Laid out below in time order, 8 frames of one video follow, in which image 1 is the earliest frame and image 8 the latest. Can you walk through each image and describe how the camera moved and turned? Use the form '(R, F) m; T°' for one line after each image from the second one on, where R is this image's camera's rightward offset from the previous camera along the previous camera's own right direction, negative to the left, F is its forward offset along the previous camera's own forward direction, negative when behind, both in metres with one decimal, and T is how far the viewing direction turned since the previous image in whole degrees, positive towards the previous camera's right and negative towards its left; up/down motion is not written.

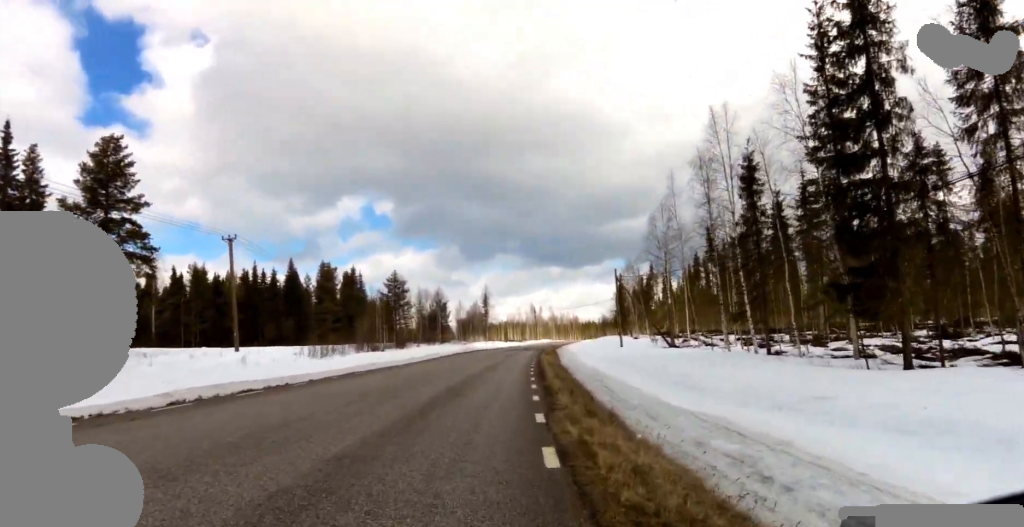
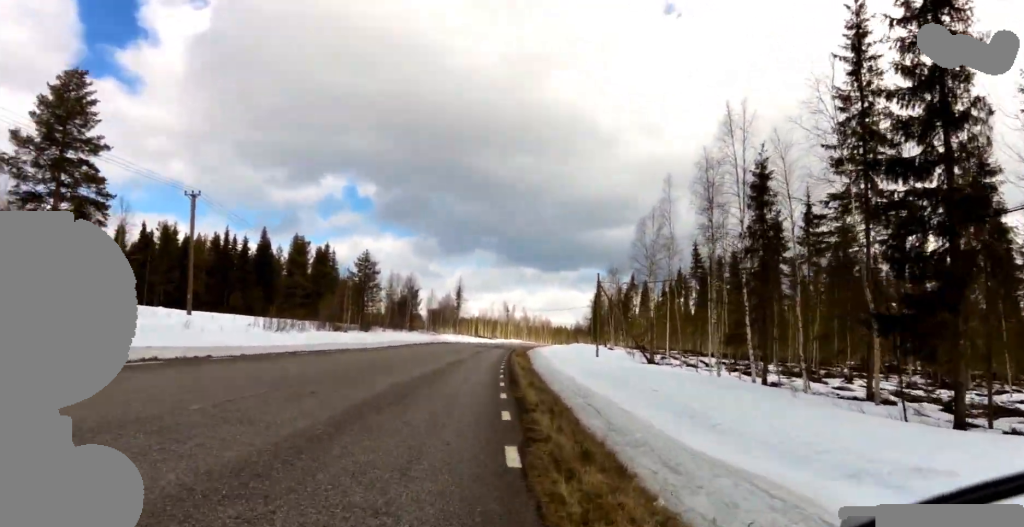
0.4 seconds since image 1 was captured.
(+0.2, +2.8) m; 0°
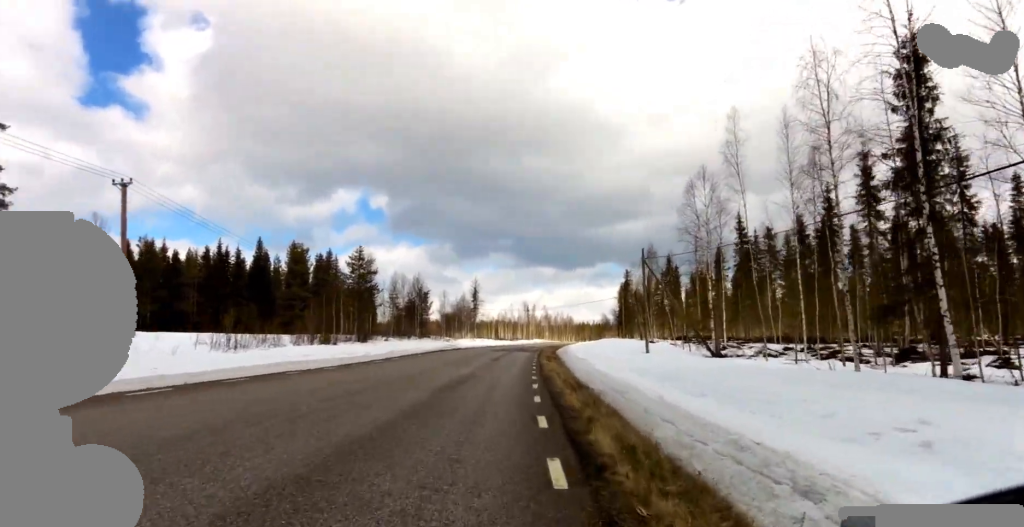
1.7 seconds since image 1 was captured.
(-0.2, +9.0) m; 0°
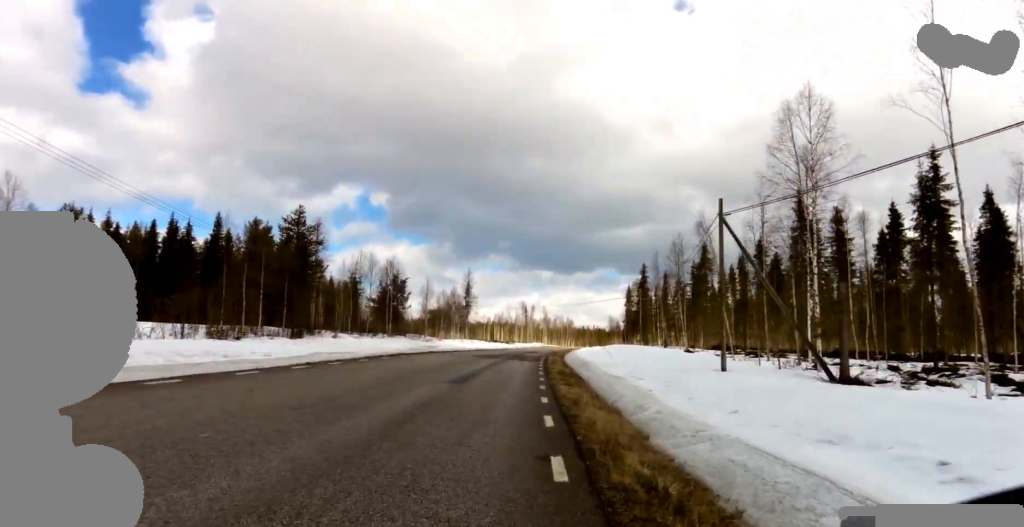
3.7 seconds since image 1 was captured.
(+0.9, +14.3) m; +4°
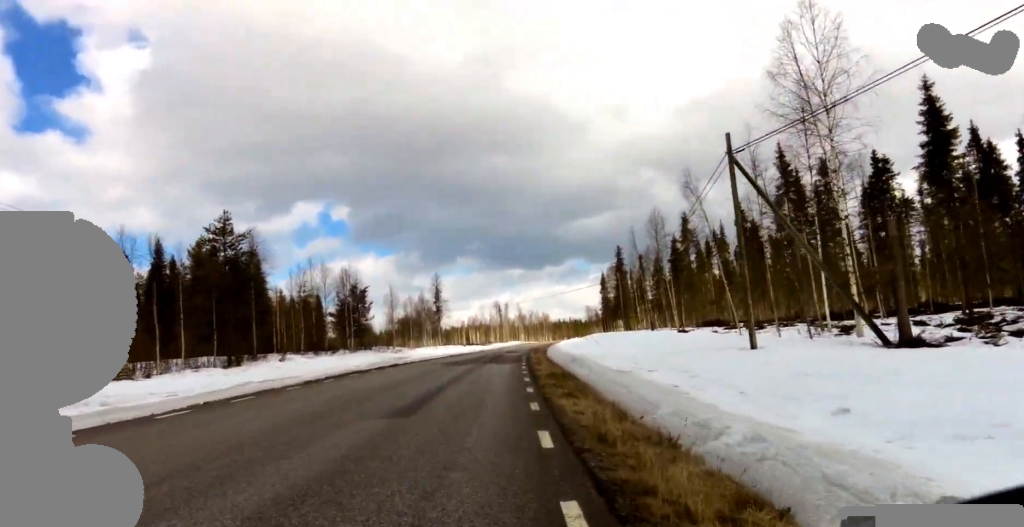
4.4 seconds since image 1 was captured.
(0.0, +5.0) m; 0°
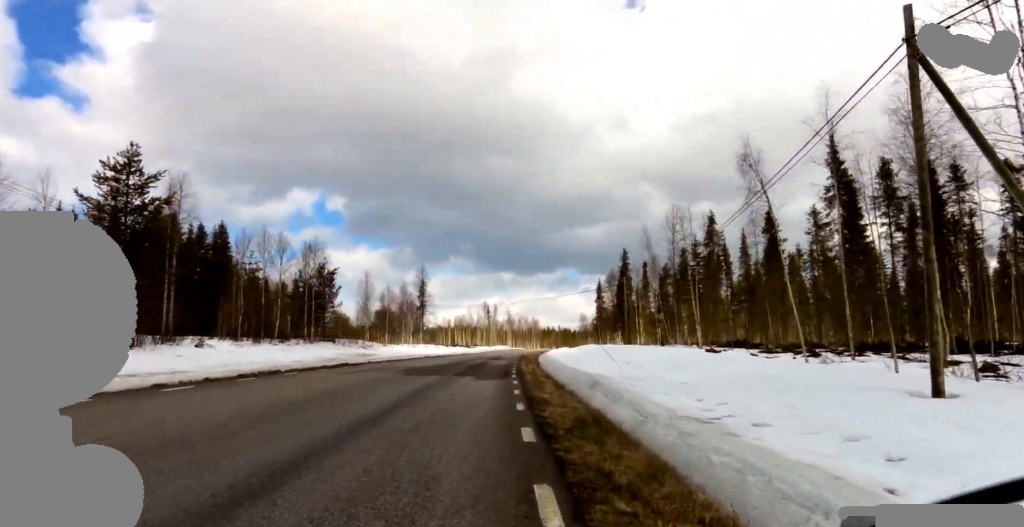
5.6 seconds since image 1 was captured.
(0.0, +8.4) m; 0°
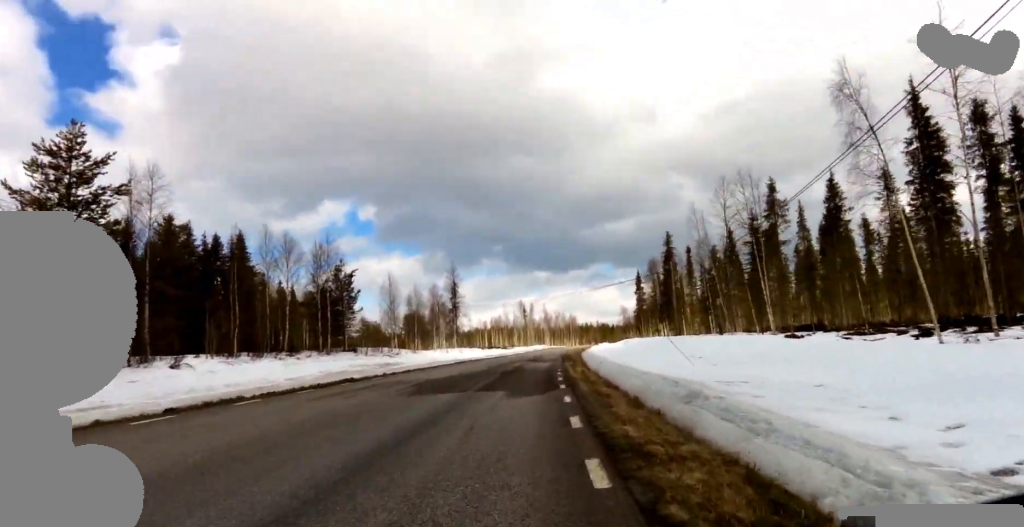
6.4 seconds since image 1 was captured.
(0.0, +5.5) m; 0°
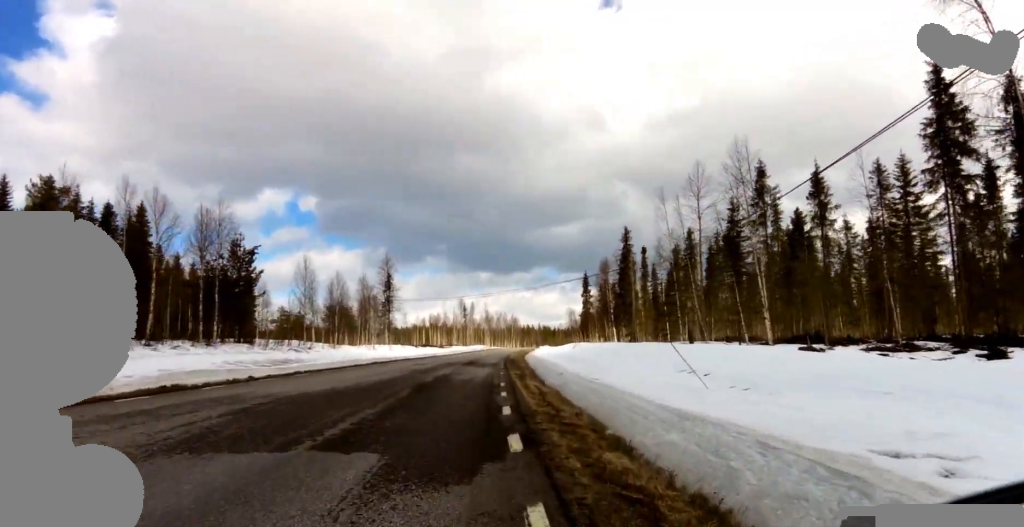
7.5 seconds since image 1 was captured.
(0.0, +7.8) m; -3°
